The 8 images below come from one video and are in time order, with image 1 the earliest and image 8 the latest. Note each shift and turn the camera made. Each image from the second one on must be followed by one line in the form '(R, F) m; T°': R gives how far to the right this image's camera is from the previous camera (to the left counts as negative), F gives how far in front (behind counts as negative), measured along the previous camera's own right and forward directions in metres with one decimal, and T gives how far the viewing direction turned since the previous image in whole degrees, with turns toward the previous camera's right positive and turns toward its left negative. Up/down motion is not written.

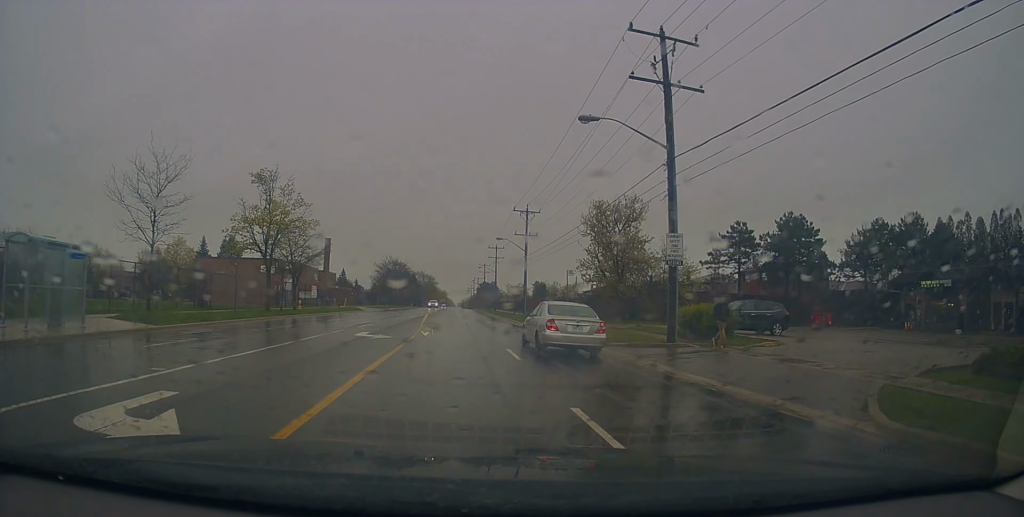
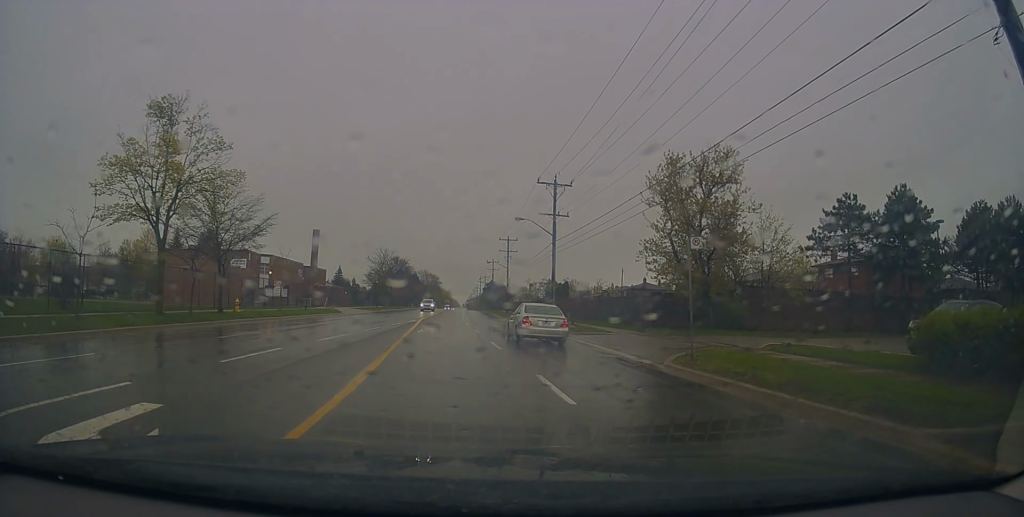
(+0.8, +14.1) m; +3°
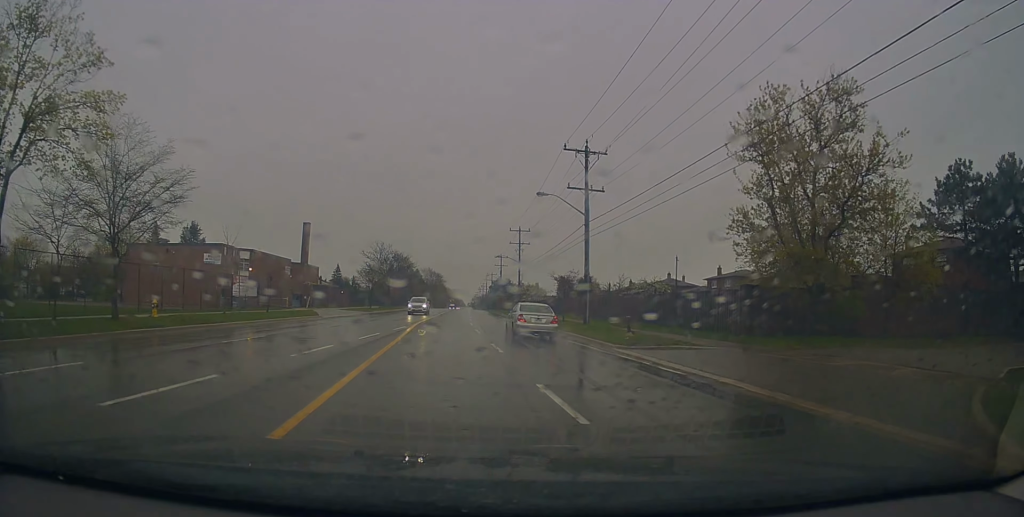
(-0.2, +10.1) m; -1°
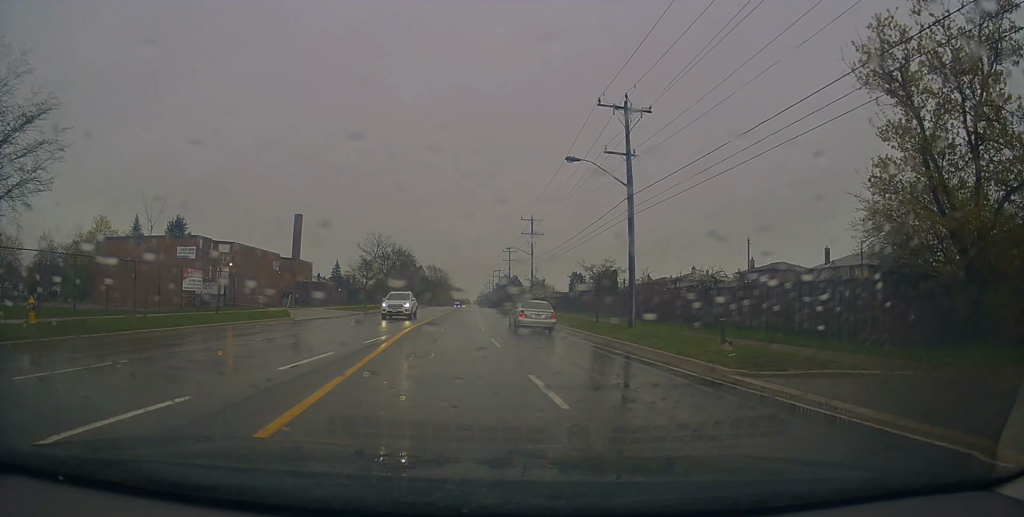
(0.0, +7.9) m; -1°
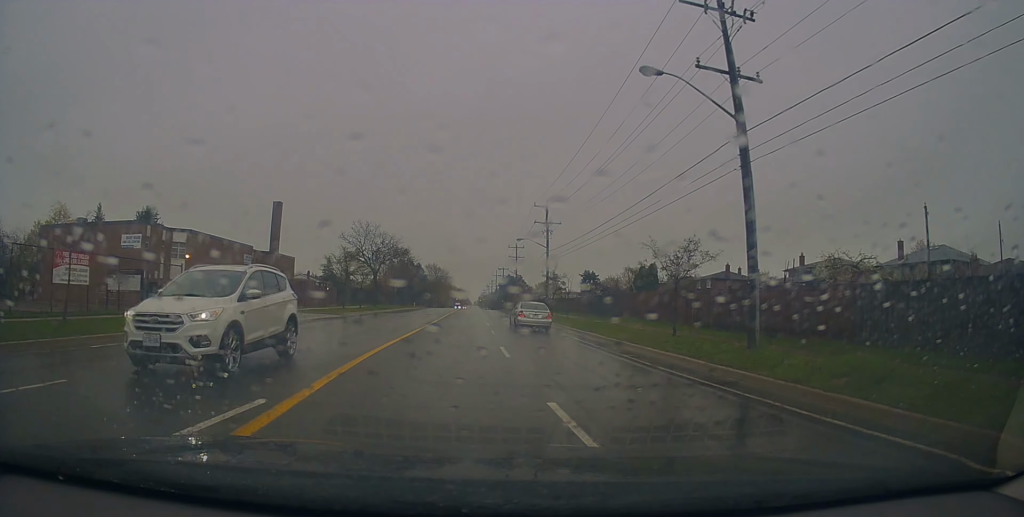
(-0.1, +11.7) m; -1°
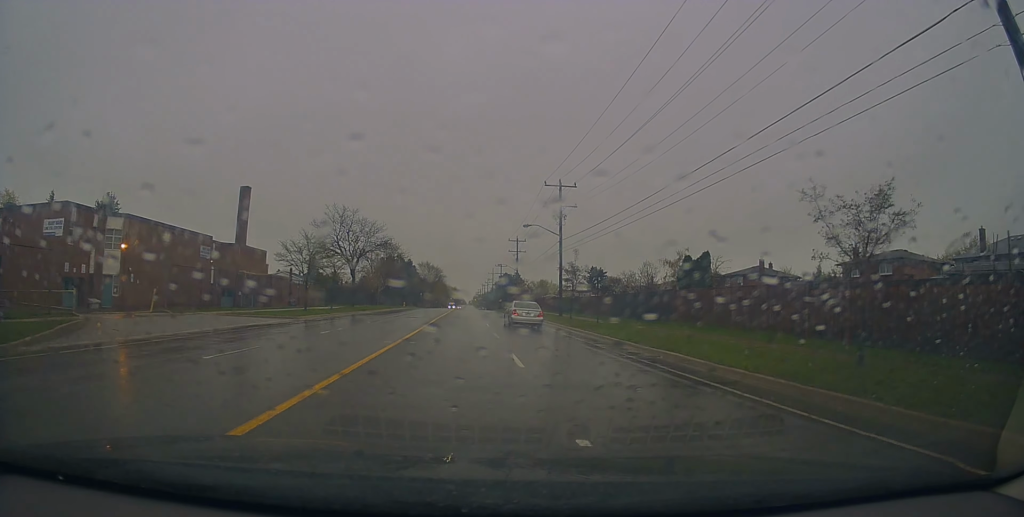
(-0.1, +10.8) m; 0°
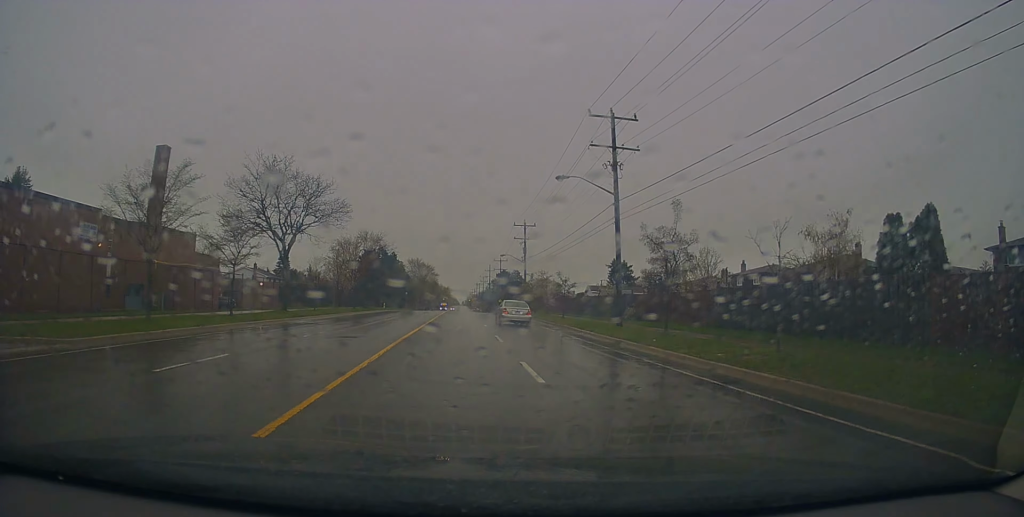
(+0.4, +20.3) m; +3°
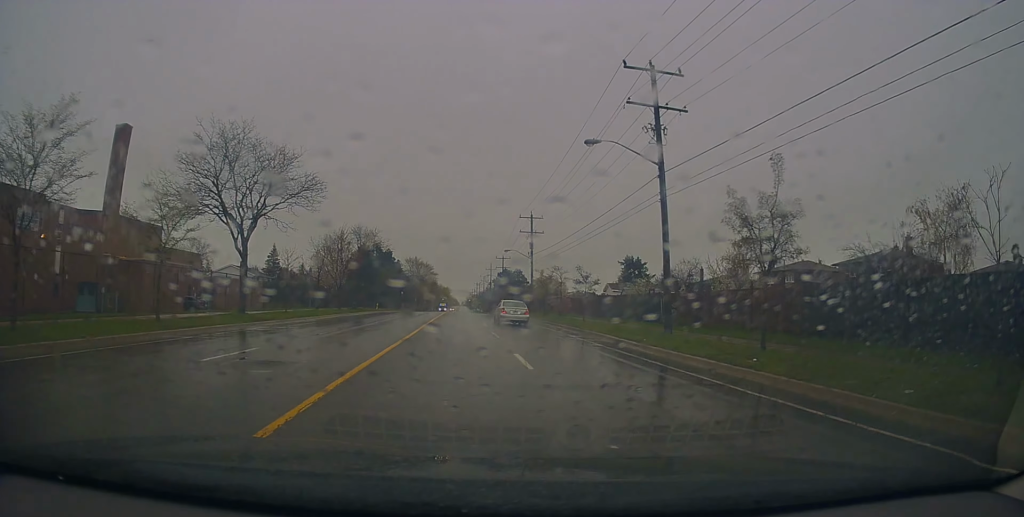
(+0.2, +7.4) m; 0°
